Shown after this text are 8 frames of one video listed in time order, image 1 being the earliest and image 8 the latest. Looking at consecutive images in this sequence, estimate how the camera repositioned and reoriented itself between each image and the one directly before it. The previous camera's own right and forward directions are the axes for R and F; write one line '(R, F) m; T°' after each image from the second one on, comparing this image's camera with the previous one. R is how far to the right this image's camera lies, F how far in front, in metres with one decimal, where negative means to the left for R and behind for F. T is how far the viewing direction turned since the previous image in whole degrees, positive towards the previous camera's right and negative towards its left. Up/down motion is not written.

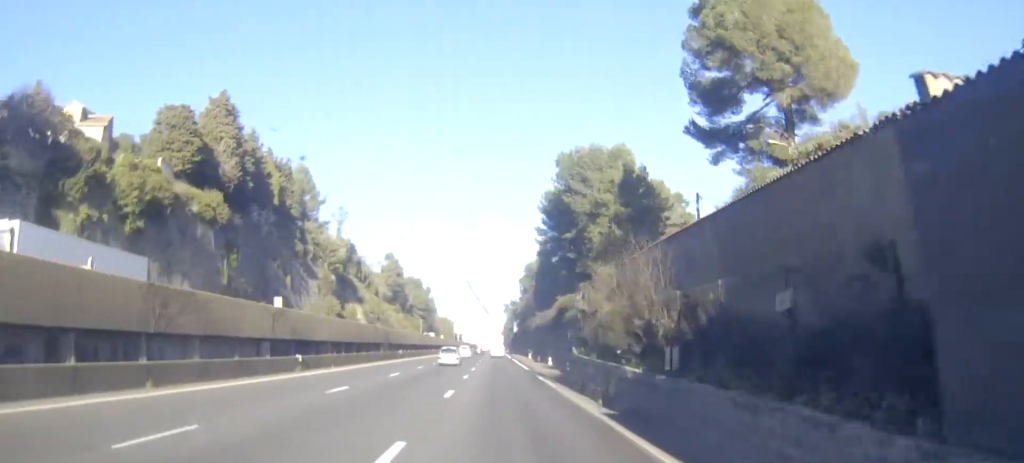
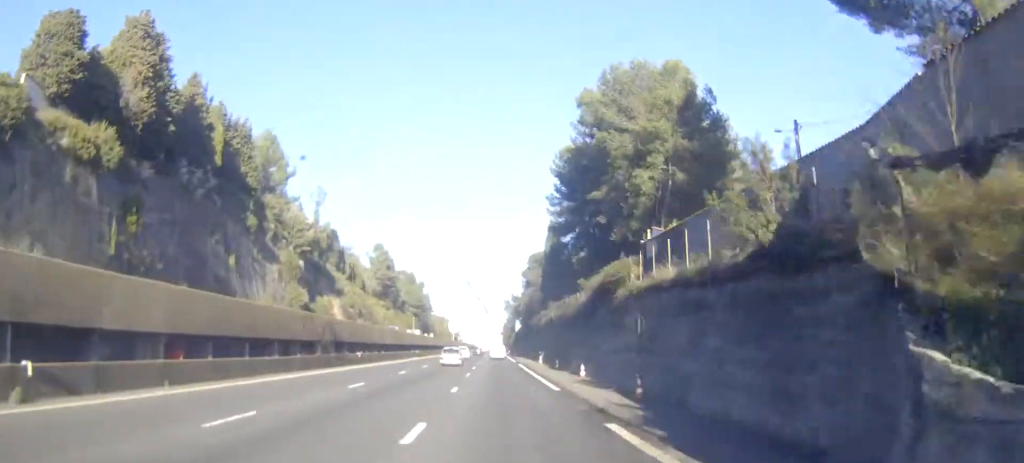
(-0.3, +22.8) m; -1°
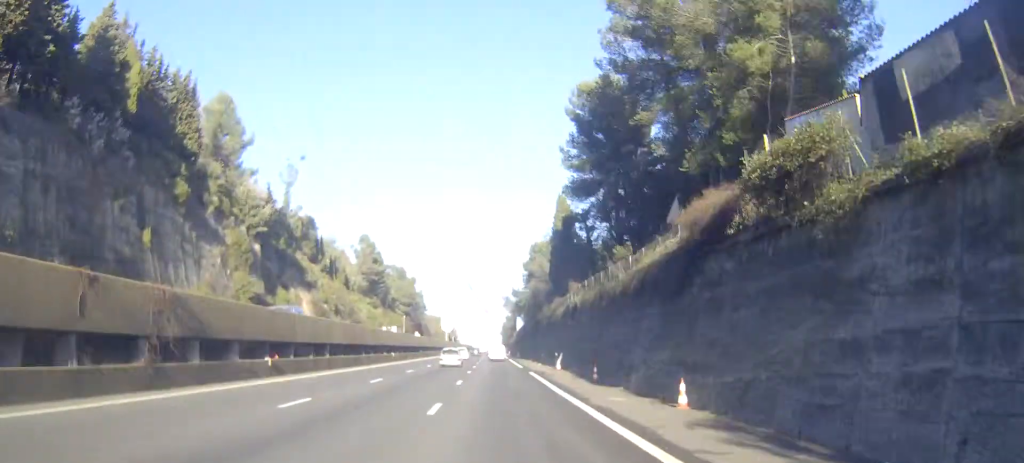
(0.0, +21.1) m; +1°
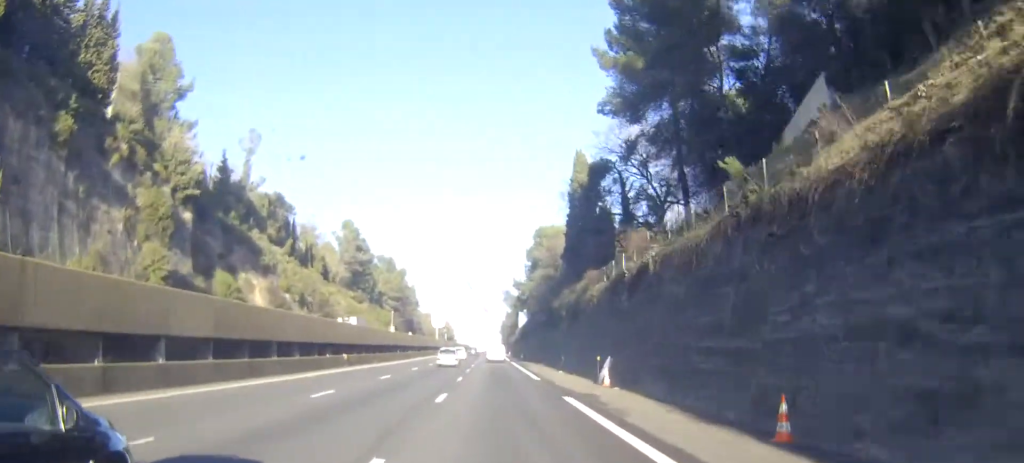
(+0.3, +22.7) m; +1°
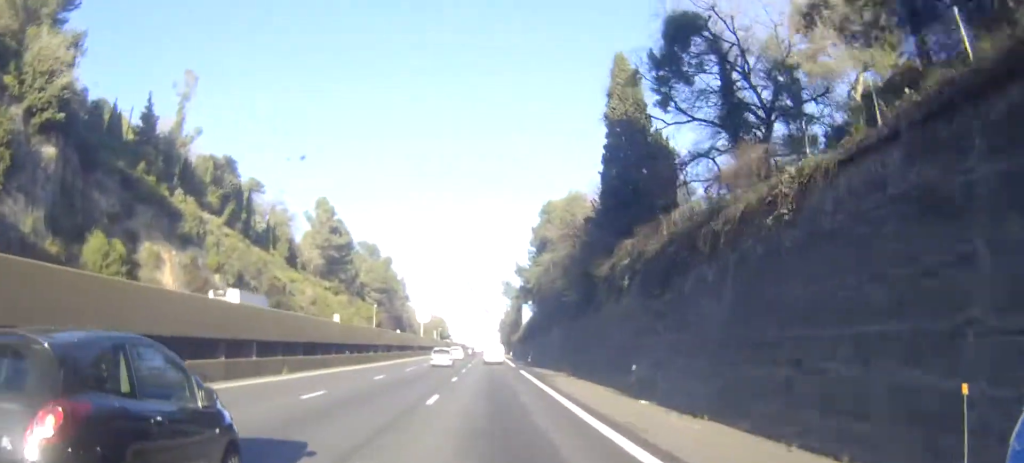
(+0.2, +26.5) m; +1°
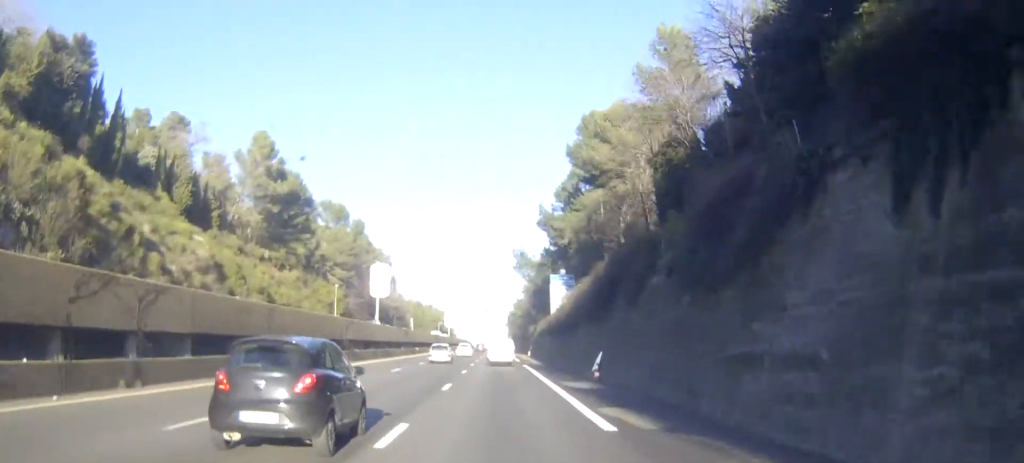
(+0.7, +47.4) m; 0°
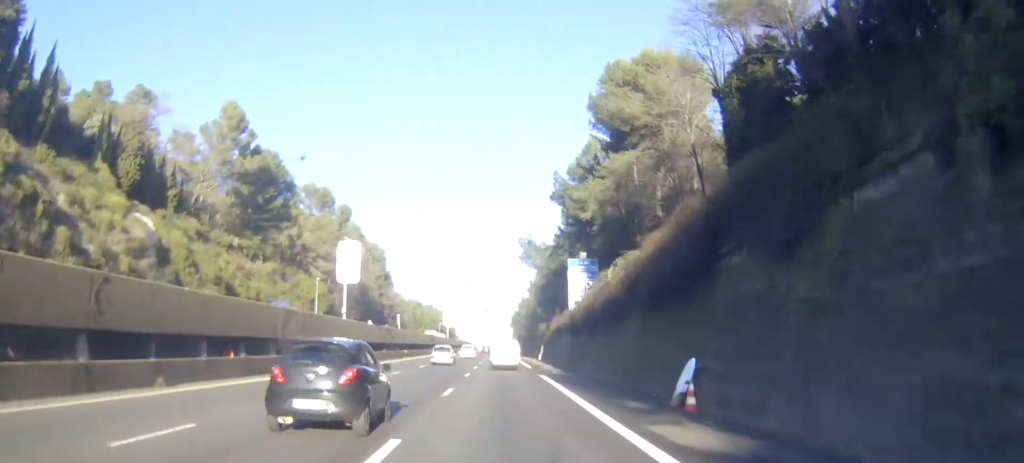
(-0.2, +15.1) m; -1°
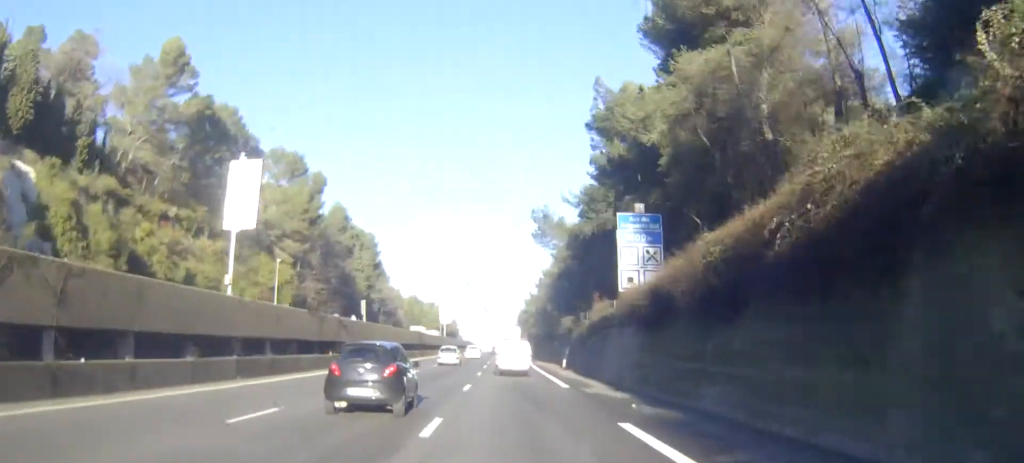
(-0.2, +22.2) m; -1°
